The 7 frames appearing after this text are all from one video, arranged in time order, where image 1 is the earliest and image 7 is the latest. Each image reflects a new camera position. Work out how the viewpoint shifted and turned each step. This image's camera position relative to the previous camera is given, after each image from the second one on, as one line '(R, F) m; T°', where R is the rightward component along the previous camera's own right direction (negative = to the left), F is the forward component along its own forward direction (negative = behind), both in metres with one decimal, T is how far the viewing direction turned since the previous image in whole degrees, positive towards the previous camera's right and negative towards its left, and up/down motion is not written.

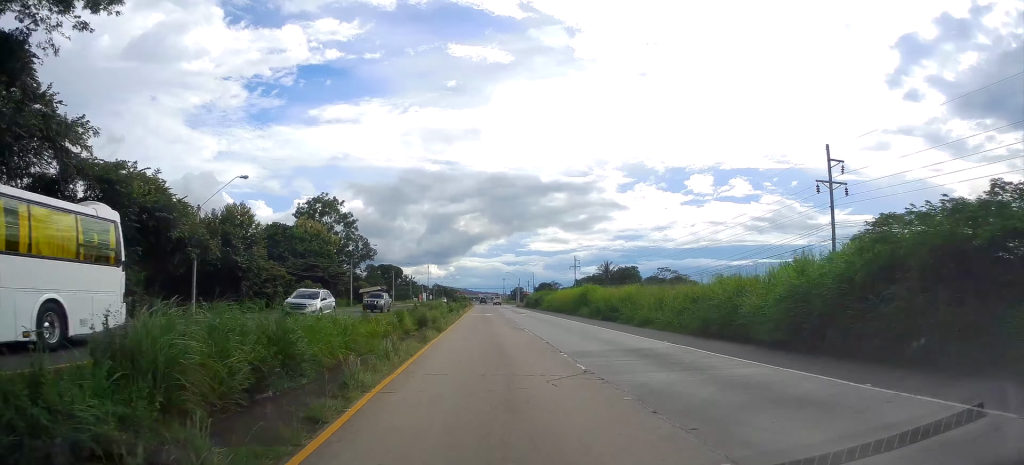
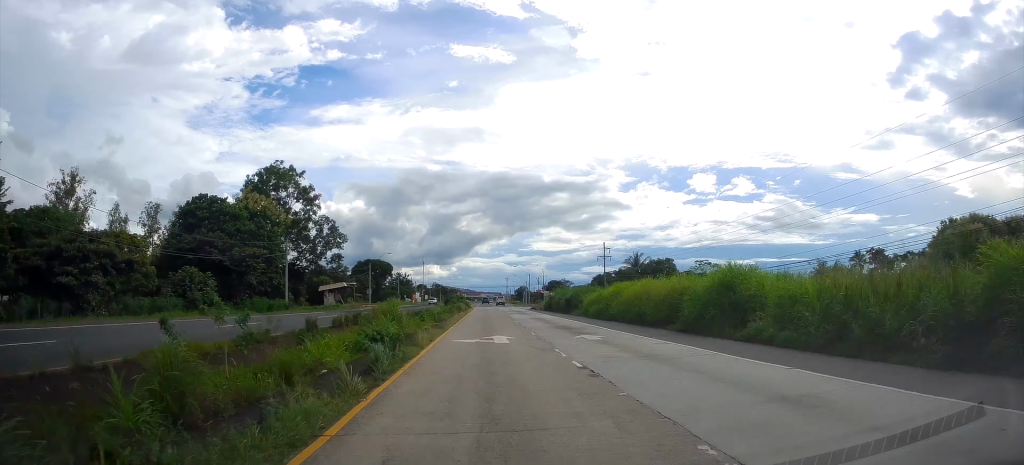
(-0.3, +30.1) m; 0°
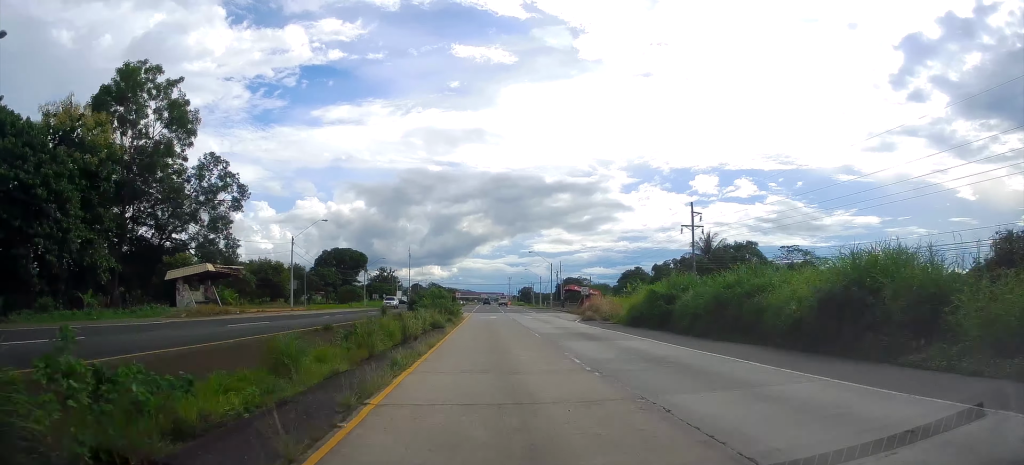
(+0.2, +44.4) m; 0°
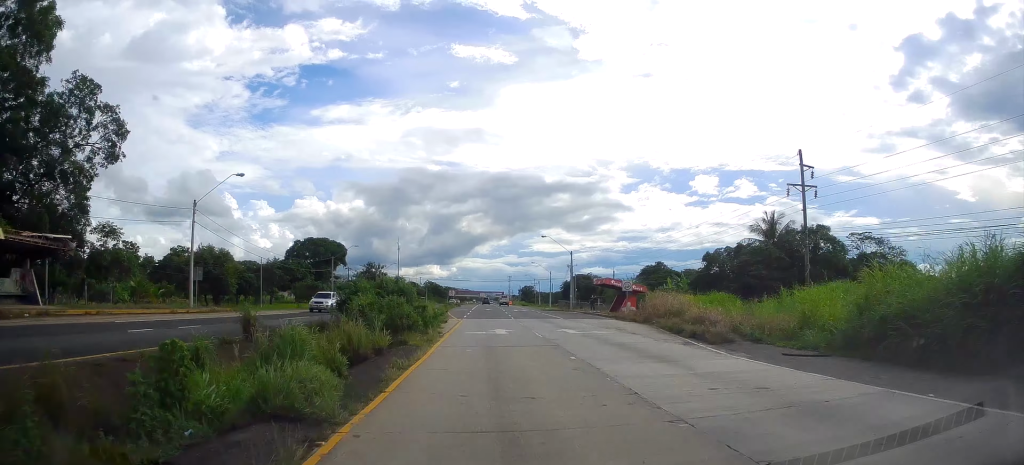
(-0.1, +22.5) m; 0°
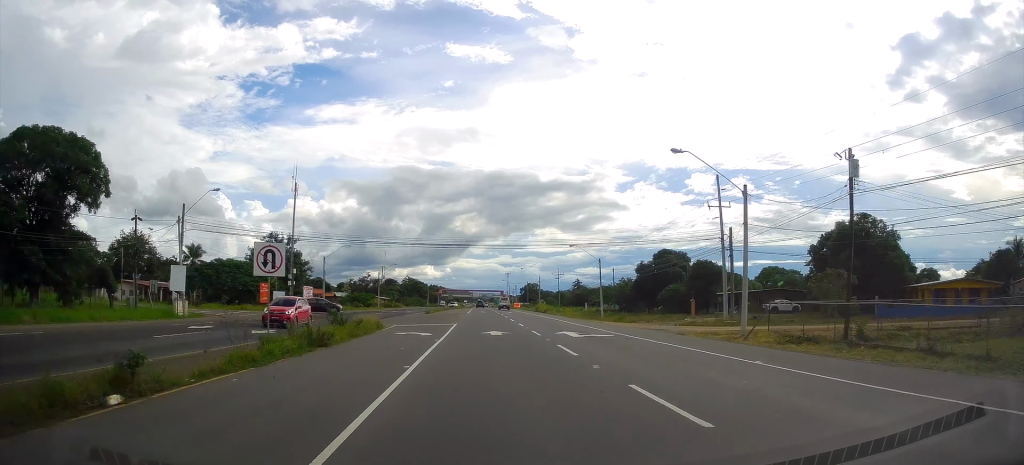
(+0.3, +88.9) m; +1°
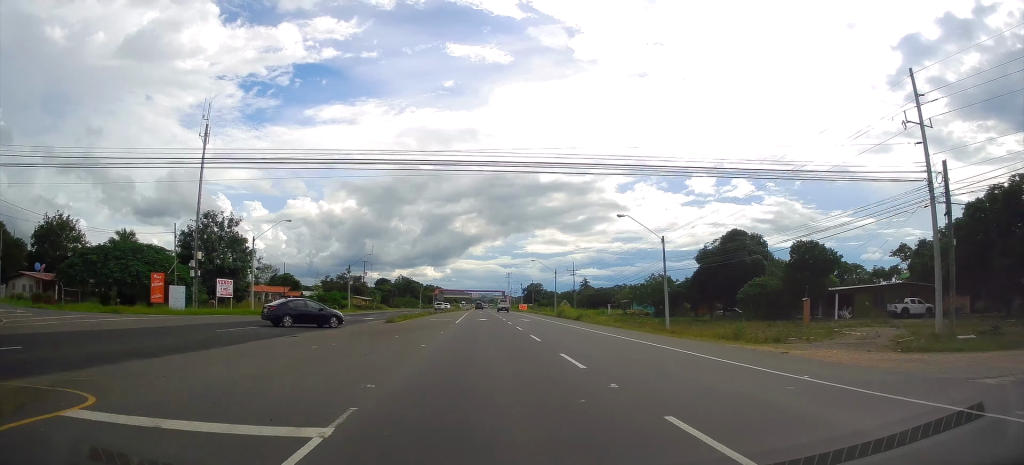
(+0.3, +26.7) m; 0°
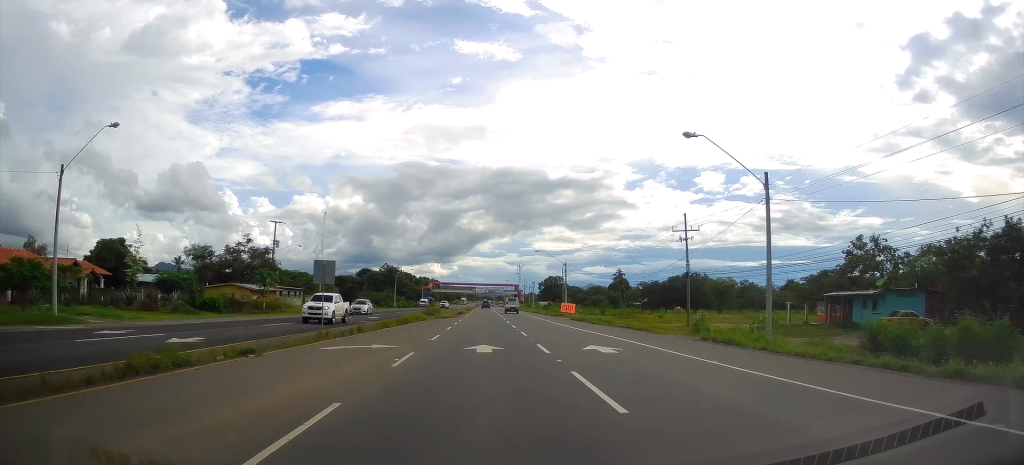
(-0.9, +68.8) m; -1°
